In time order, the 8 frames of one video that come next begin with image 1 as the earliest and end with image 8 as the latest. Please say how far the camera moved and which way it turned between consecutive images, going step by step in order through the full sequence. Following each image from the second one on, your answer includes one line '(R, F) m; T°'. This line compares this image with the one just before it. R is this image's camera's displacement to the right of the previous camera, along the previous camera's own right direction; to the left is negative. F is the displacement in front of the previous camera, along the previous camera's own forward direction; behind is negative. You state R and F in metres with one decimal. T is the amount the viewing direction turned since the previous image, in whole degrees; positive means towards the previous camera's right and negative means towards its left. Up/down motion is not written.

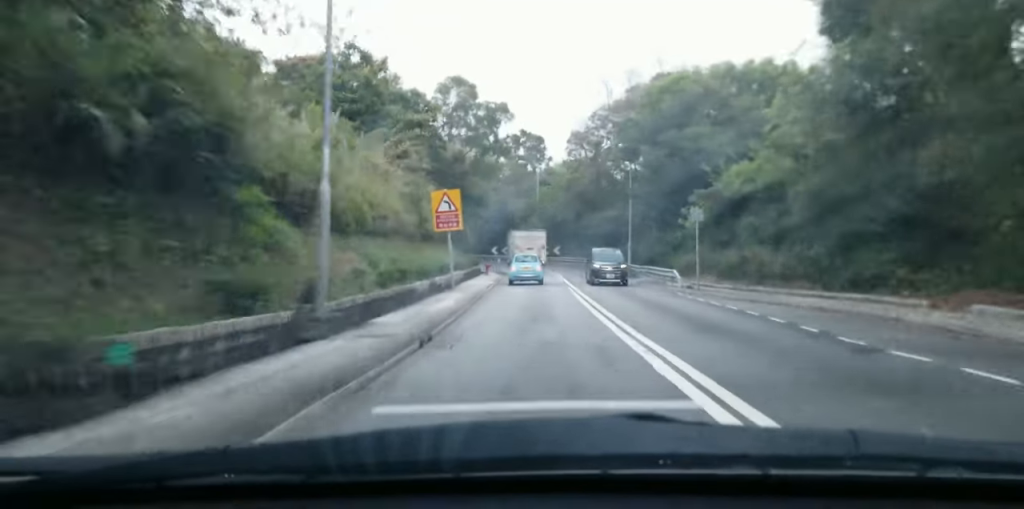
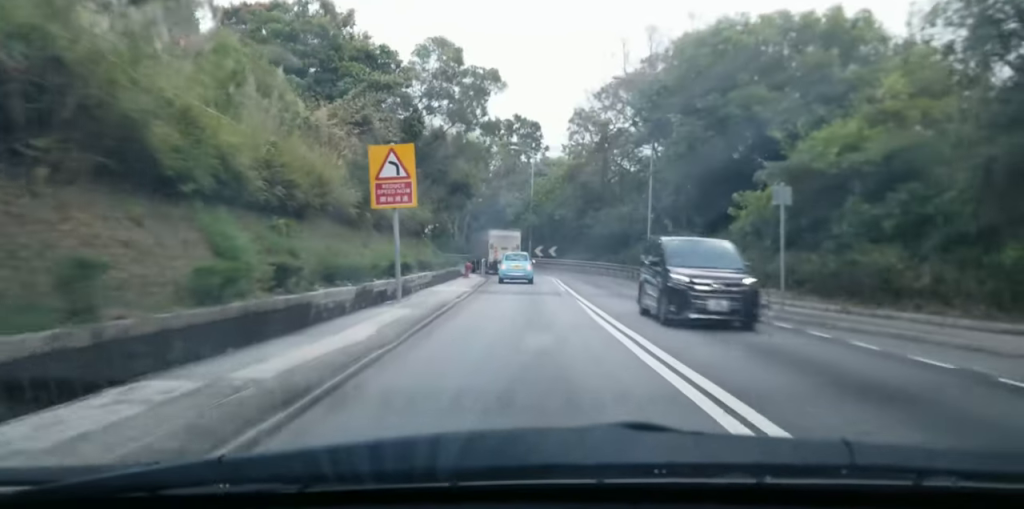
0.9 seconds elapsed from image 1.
(-0.1, +11.0) m; 0°
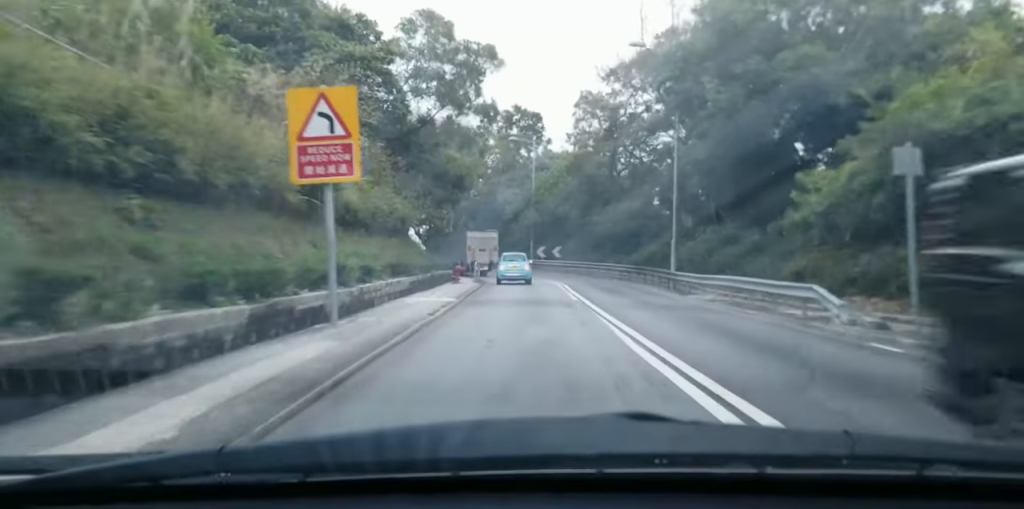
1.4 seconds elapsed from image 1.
(0.0, +6.4) m; +1°
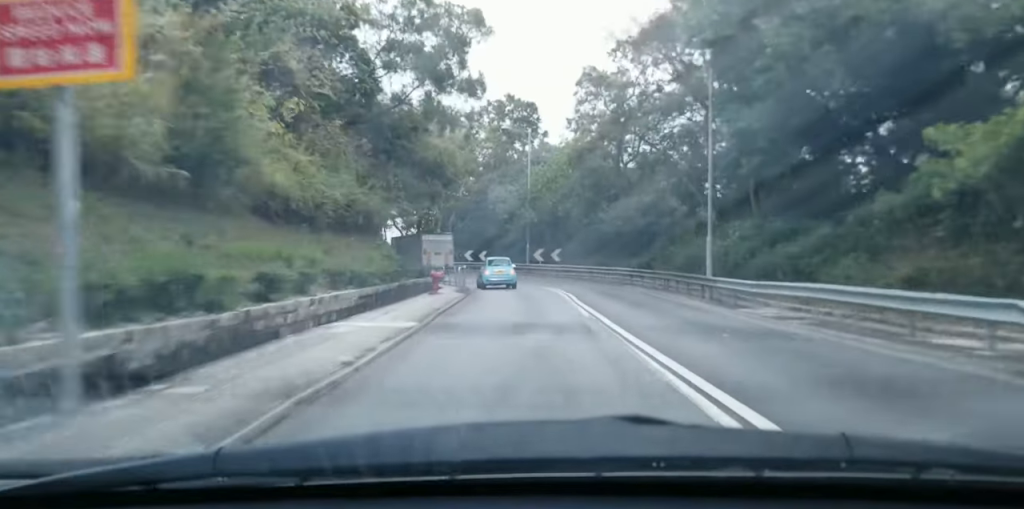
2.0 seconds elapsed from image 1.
(+0.1, +7.3) m; +1°
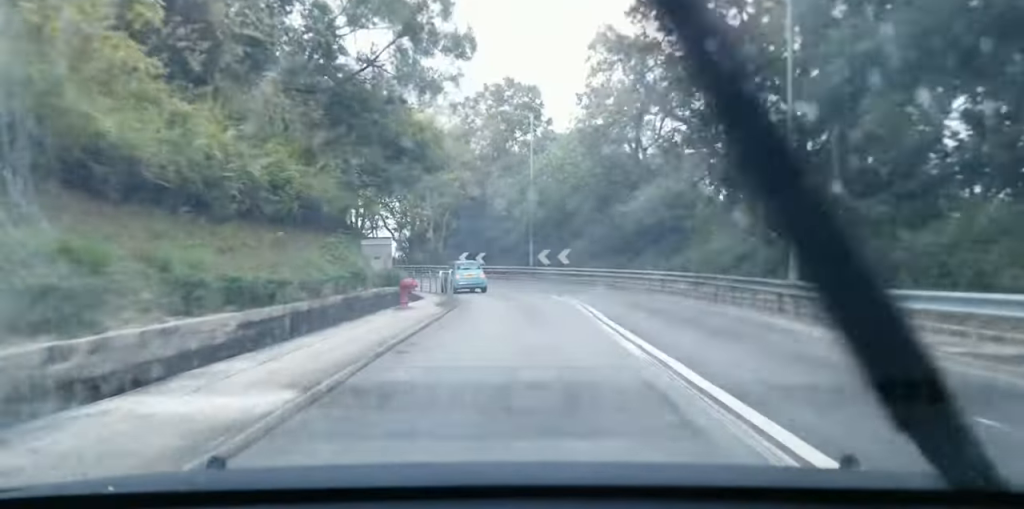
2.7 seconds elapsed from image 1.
(0.0, +8.1) m; -1°
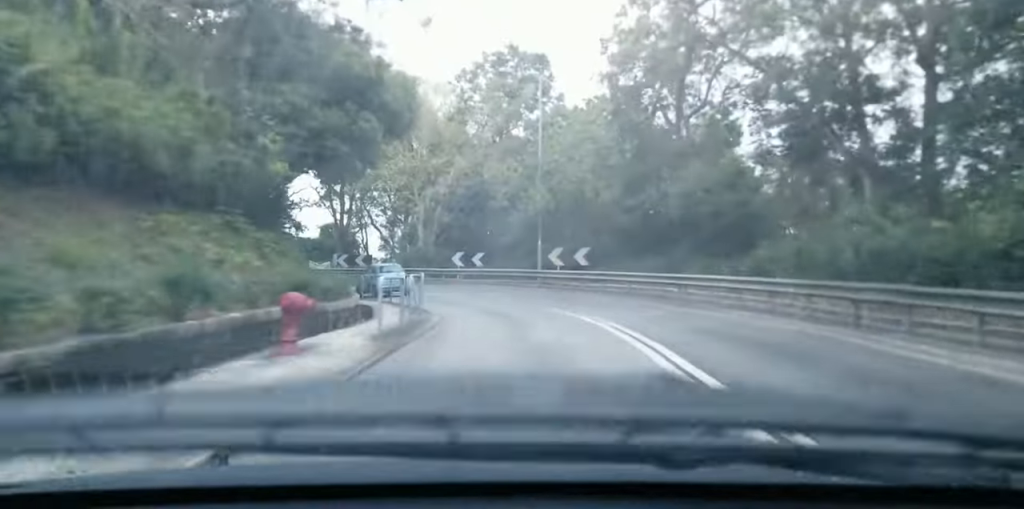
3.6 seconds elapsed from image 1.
(-0.1, +10.6) m; -2°
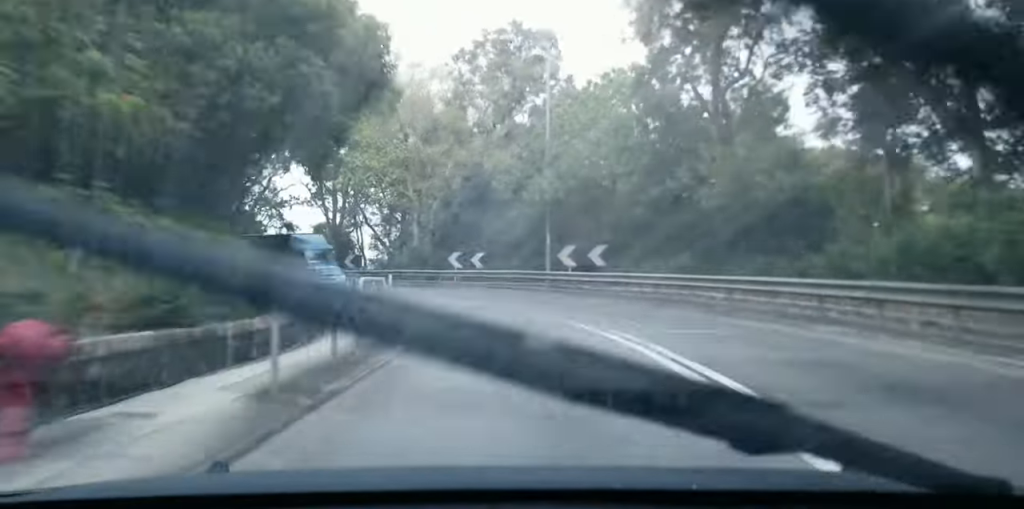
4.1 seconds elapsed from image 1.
(-0.2, +5.4) m; 0°
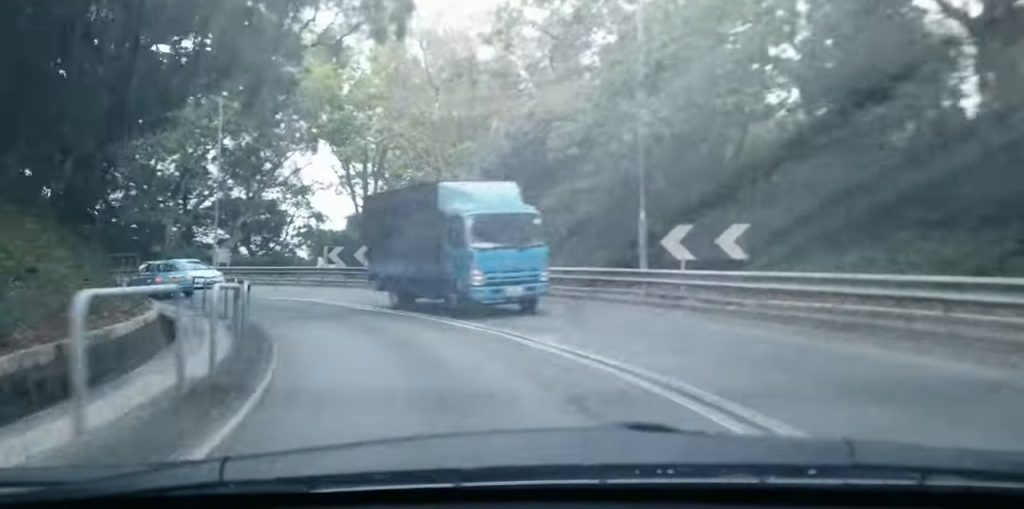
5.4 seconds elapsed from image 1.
(0.0, +14.0) m; -8°
